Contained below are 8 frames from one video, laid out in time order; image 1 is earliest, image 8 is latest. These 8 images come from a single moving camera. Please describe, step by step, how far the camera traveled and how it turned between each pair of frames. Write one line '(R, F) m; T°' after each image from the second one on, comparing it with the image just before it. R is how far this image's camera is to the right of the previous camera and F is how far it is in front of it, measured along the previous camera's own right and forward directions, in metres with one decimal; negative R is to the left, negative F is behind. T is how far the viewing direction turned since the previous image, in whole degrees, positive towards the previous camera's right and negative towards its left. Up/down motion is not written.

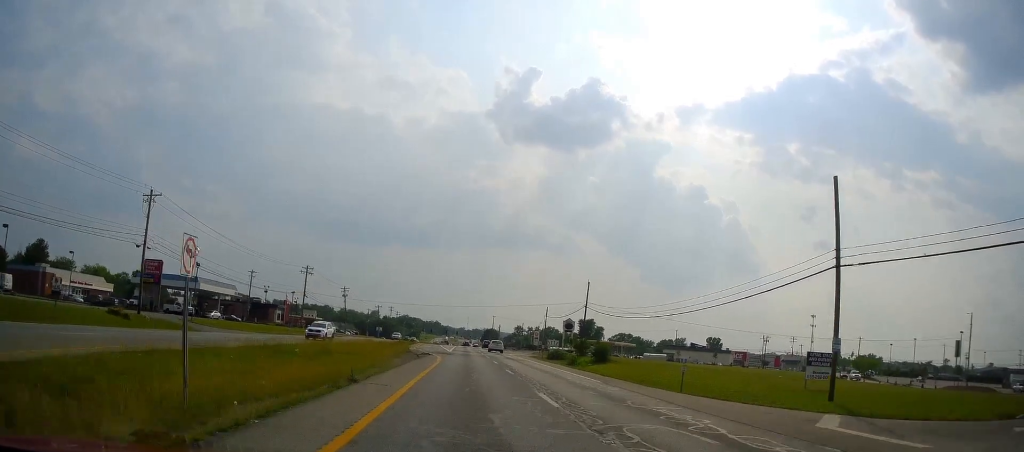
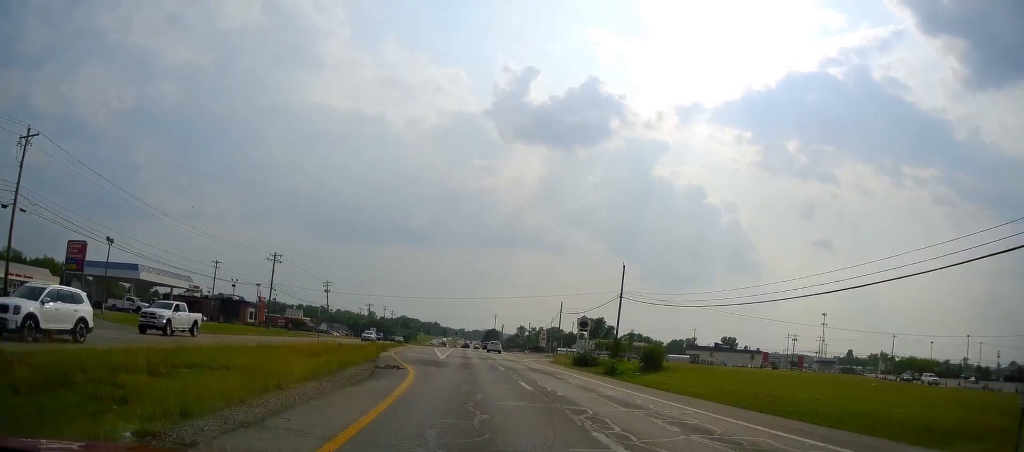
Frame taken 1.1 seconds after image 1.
(+0.5, +20.6) m; 0°
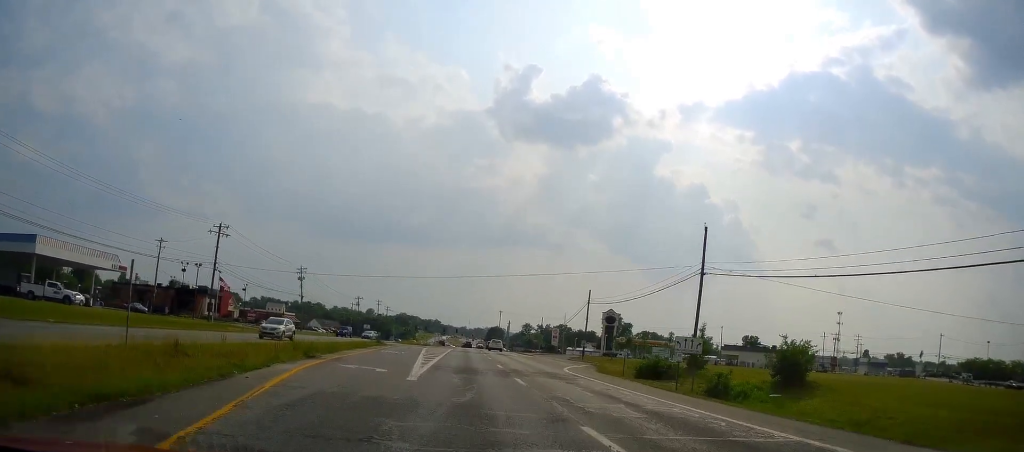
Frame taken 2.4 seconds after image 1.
(-0.5, +24.4) m; -2°
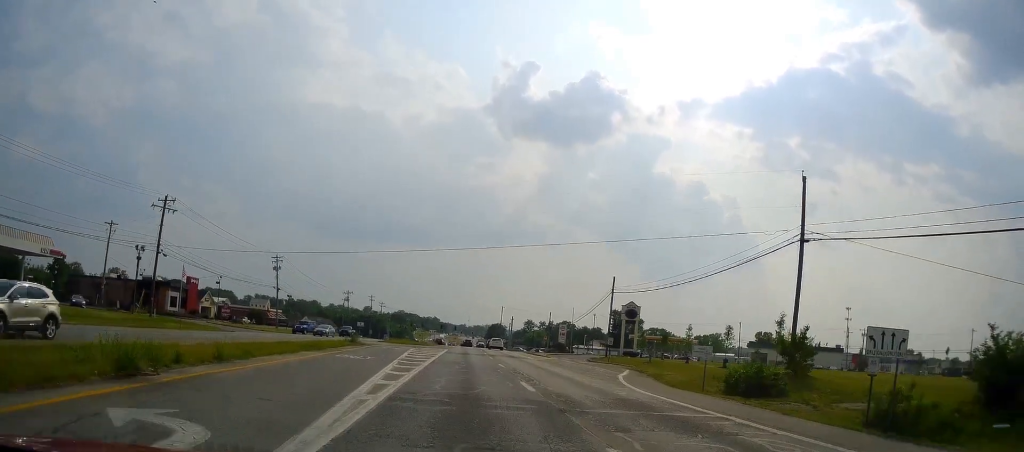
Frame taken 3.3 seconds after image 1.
(0.0, +15.2) m; +1°
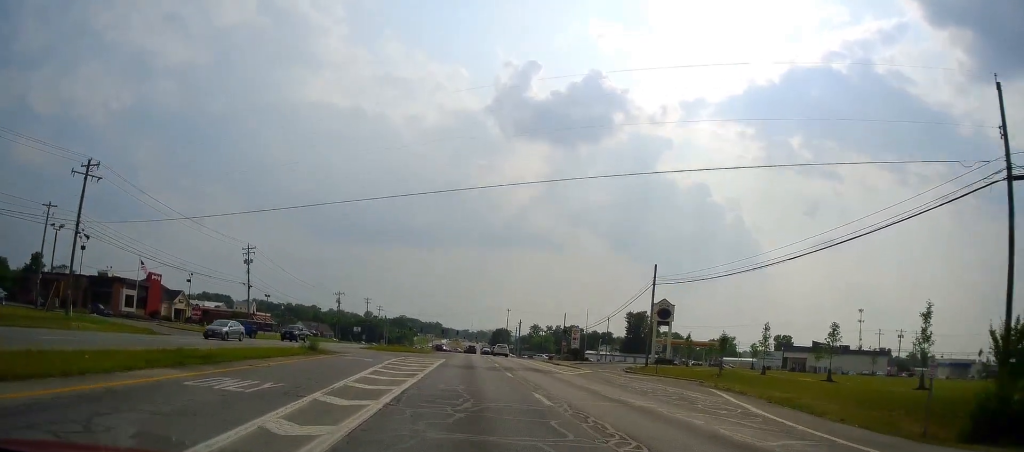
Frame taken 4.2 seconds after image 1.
(+0.4, +15.5) m; +1°
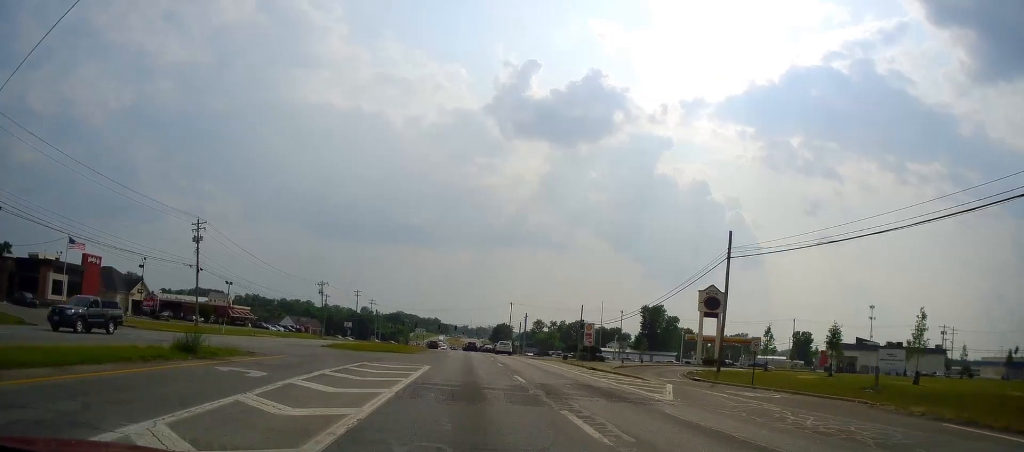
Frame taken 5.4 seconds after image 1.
(-0.2, +17.8) m; -3°
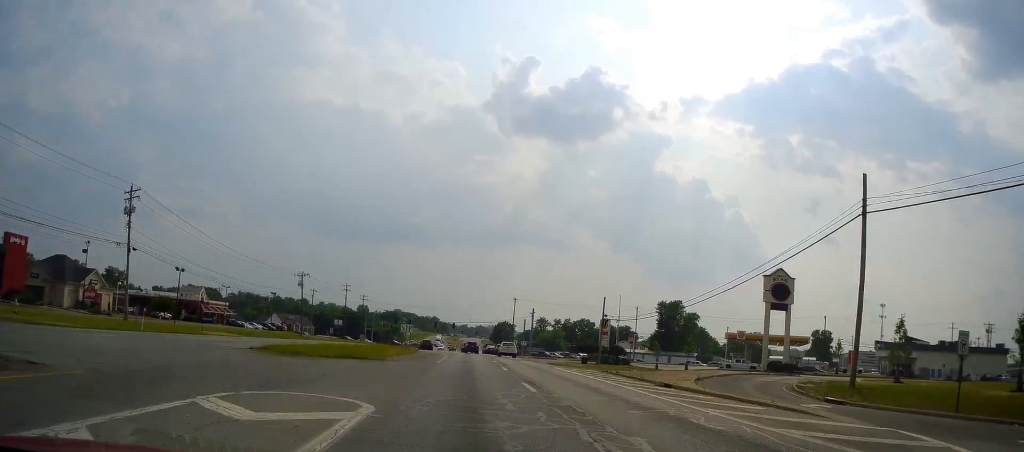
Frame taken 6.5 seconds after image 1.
(-0.5, +16.4) m; +1°
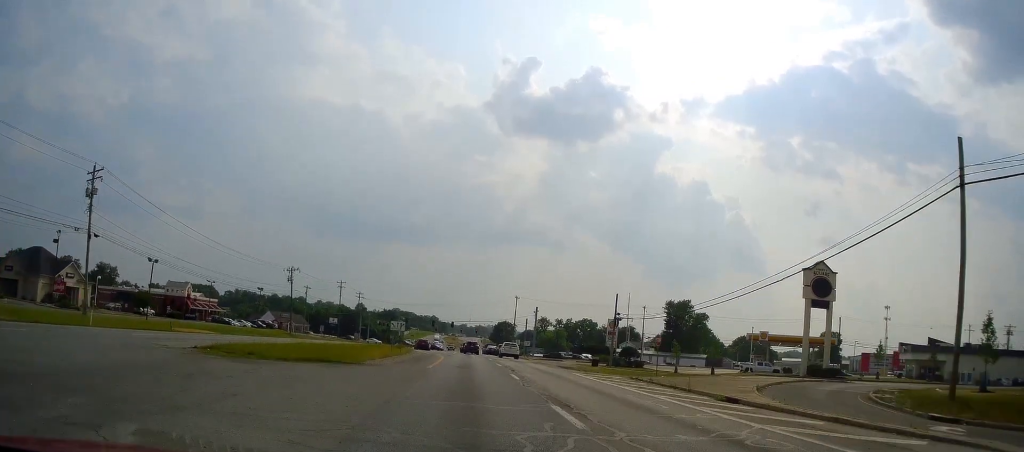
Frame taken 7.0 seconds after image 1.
(+0.4, +7.0) m; +1°
